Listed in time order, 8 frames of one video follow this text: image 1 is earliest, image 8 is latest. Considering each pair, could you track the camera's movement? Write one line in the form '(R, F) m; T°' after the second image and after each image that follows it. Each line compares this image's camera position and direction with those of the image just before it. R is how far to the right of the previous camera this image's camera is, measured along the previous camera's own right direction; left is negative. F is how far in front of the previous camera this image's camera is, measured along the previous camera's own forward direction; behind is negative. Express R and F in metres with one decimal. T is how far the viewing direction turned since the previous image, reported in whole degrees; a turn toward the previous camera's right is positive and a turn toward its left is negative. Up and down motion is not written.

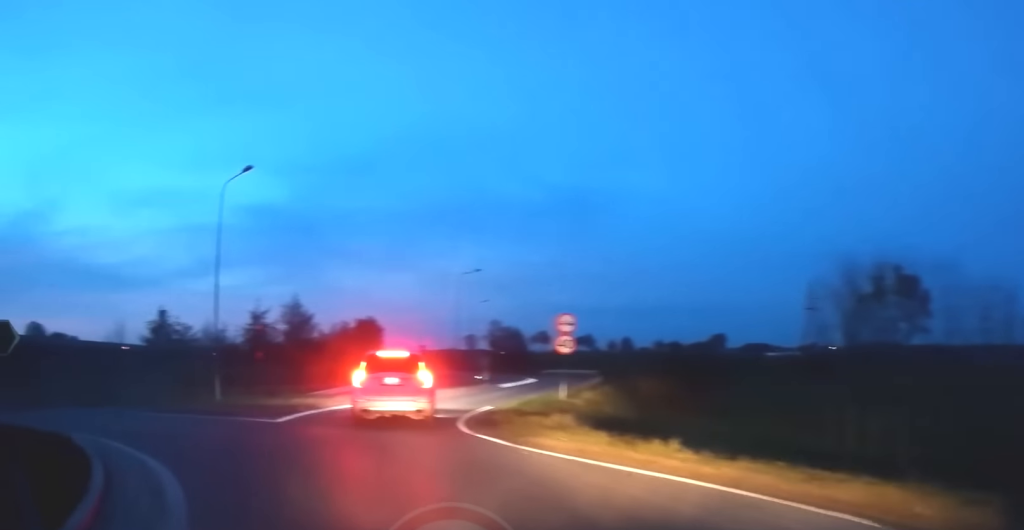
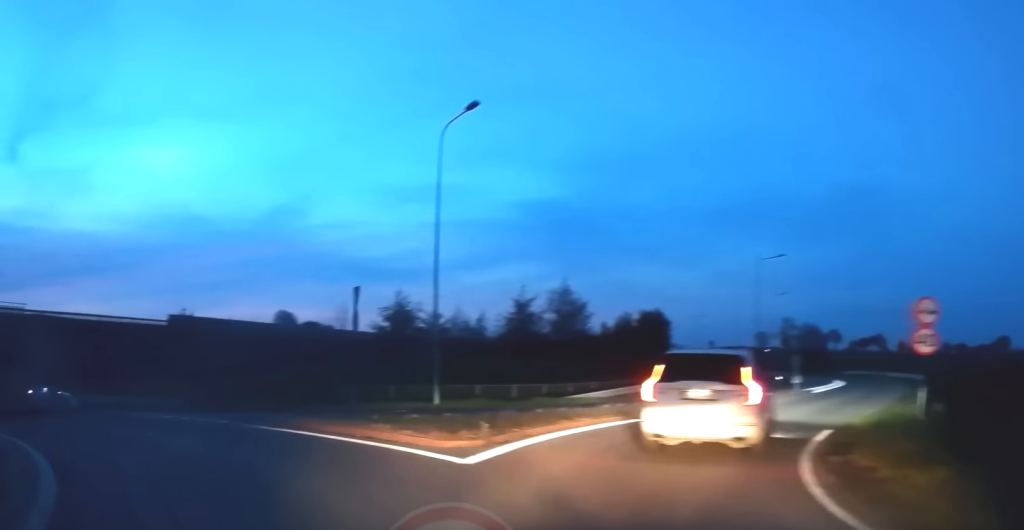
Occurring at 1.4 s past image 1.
(-1.8, +5.1) m; -41°
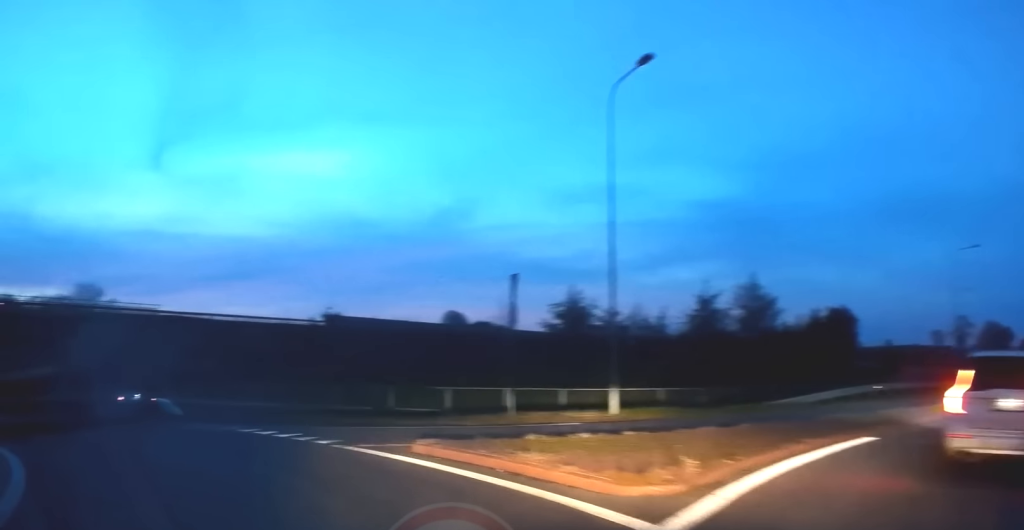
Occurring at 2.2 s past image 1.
(-0.5, +2.6) m; -25°
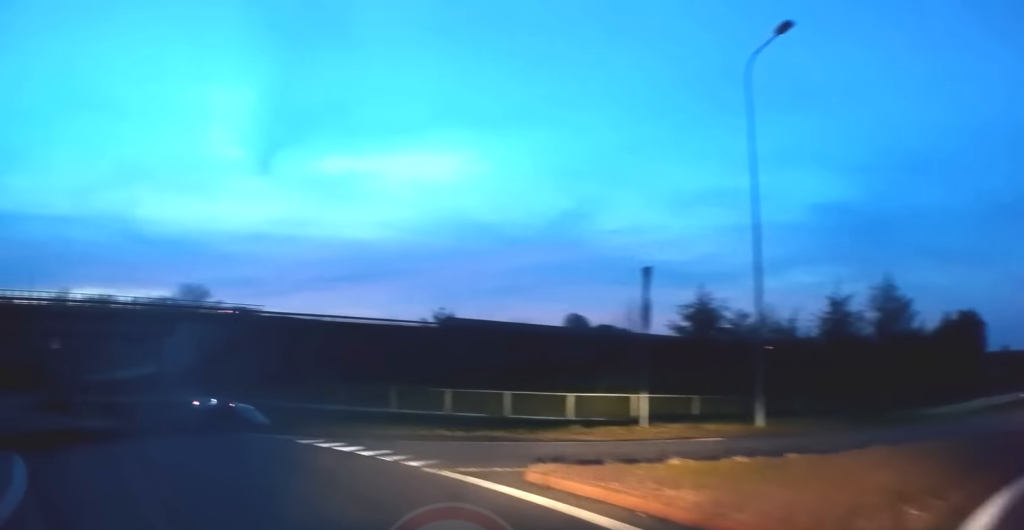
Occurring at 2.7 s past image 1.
(-0.4, +1.5) m; -12°
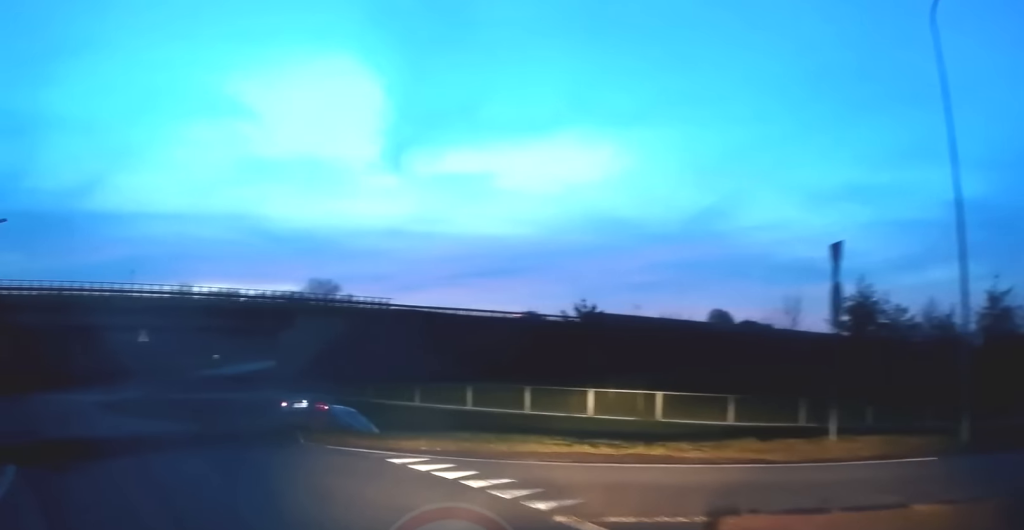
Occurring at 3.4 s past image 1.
(-0.4, +2.4) m; -16°
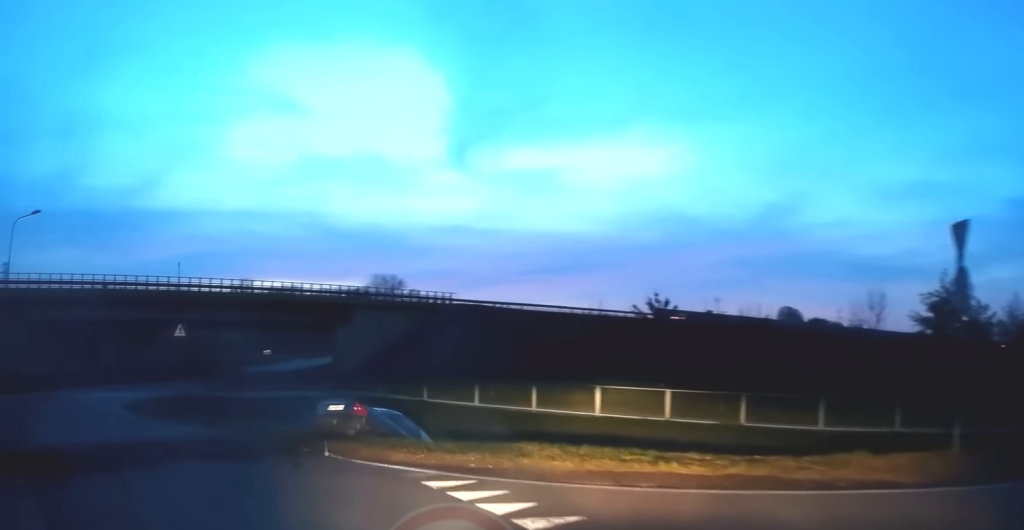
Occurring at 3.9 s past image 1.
(-0.2, +1.7) m; -8°
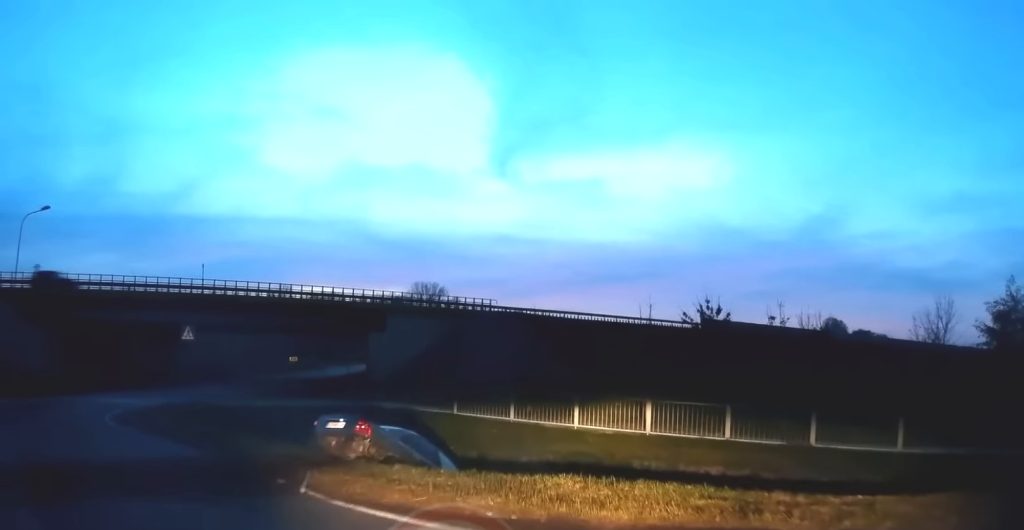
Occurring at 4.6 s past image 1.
(-0.2, +2.2) m; -11°
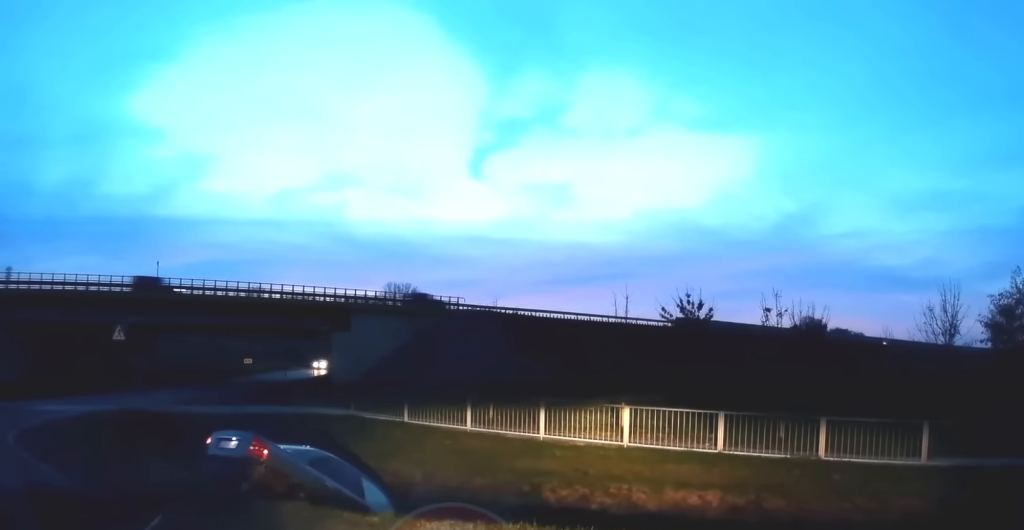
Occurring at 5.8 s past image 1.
(-0.6, +3.7) m; -21°
